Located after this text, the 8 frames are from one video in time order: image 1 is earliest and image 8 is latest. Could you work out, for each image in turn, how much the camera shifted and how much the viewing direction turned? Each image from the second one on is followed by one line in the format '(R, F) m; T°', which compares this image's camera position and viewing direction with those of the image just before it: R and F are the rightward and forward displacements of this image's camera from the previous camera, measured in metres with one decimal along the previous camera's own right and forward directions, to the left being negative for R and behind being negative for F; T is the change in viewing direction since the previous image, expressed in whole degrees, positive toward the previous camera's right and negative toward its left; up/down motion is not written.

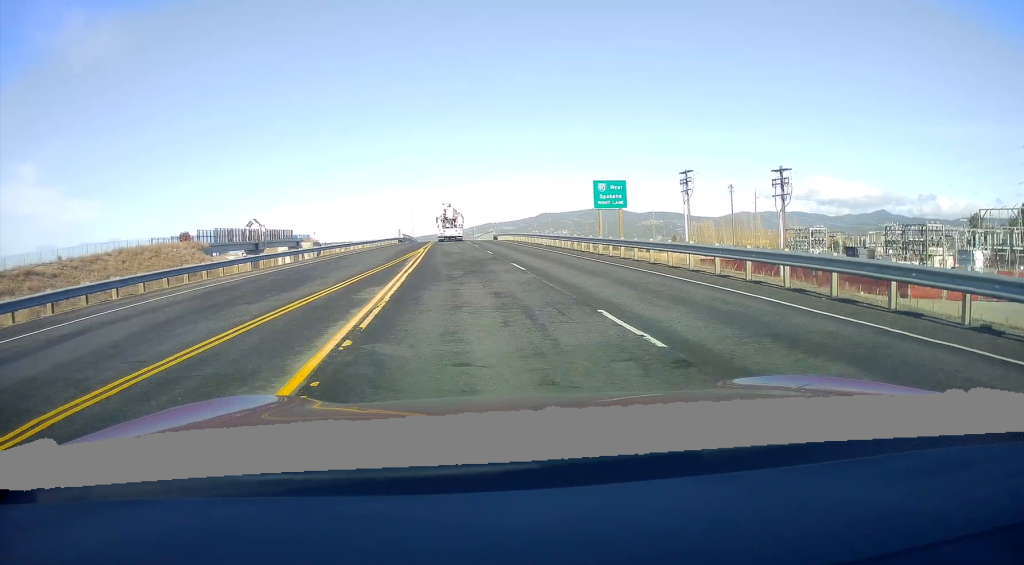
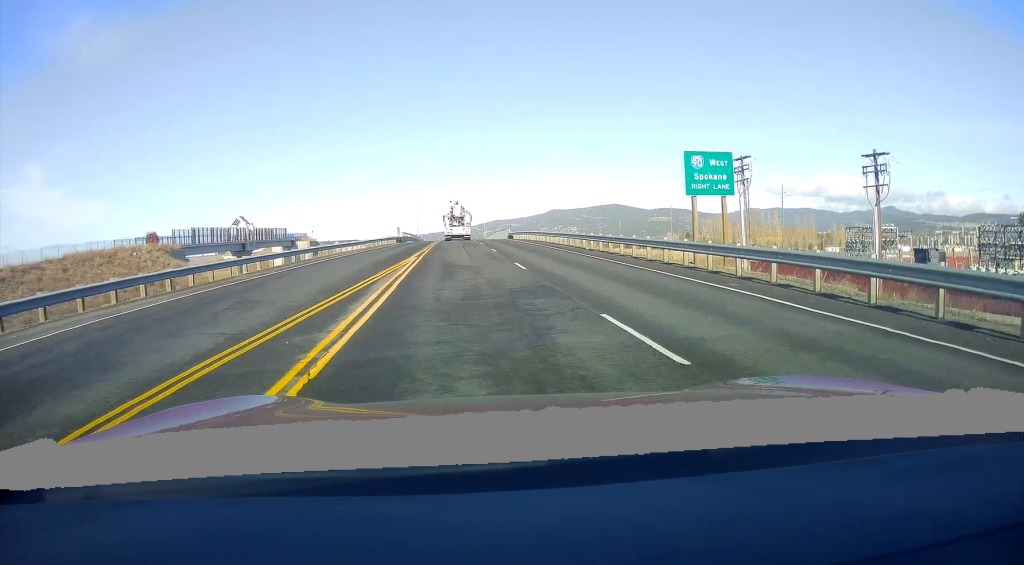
(-0.2, +12.8) m; 0°
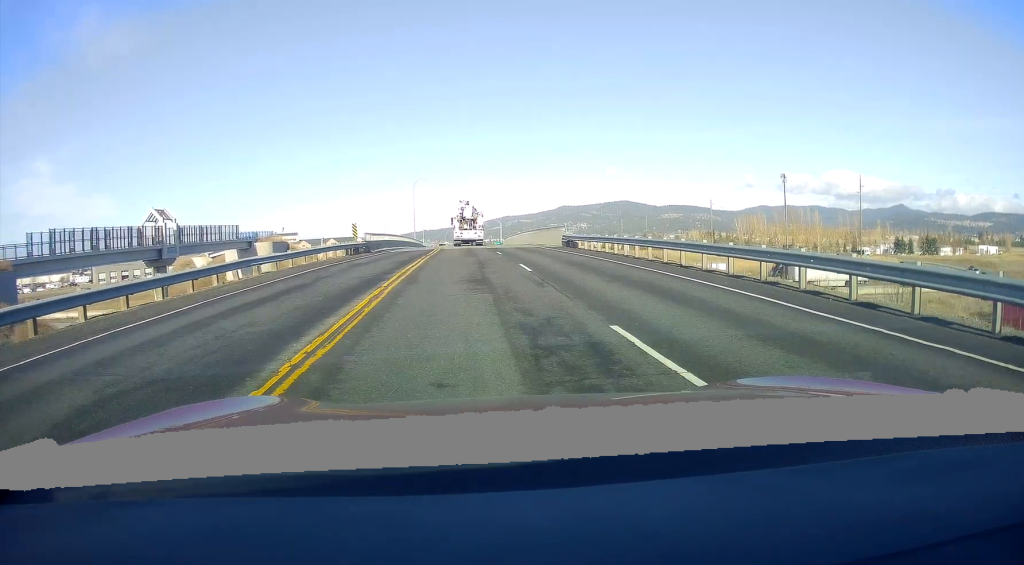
(+0.7, +39.5) m; 0°
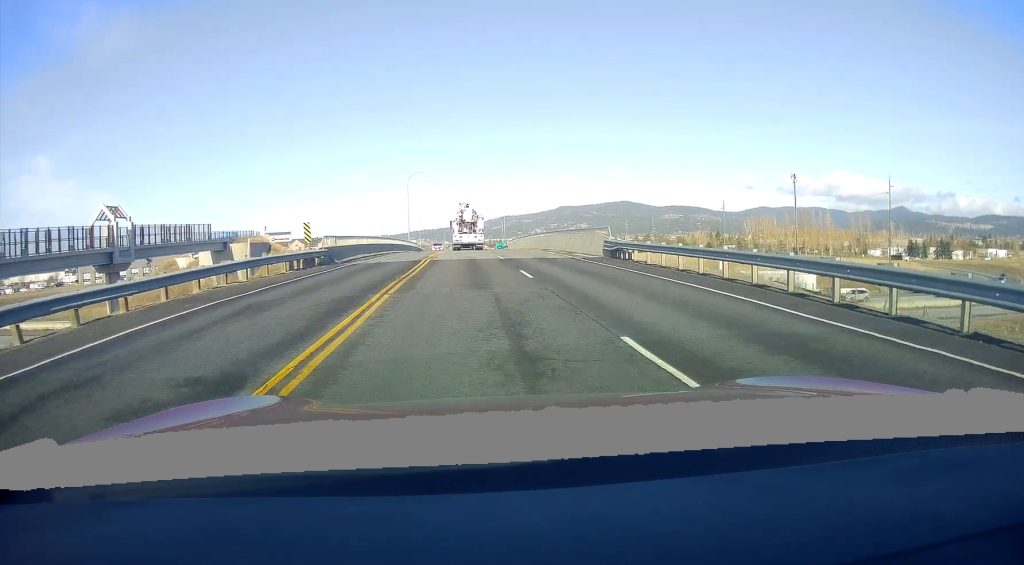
(-0.1, +13.0) m; 0°
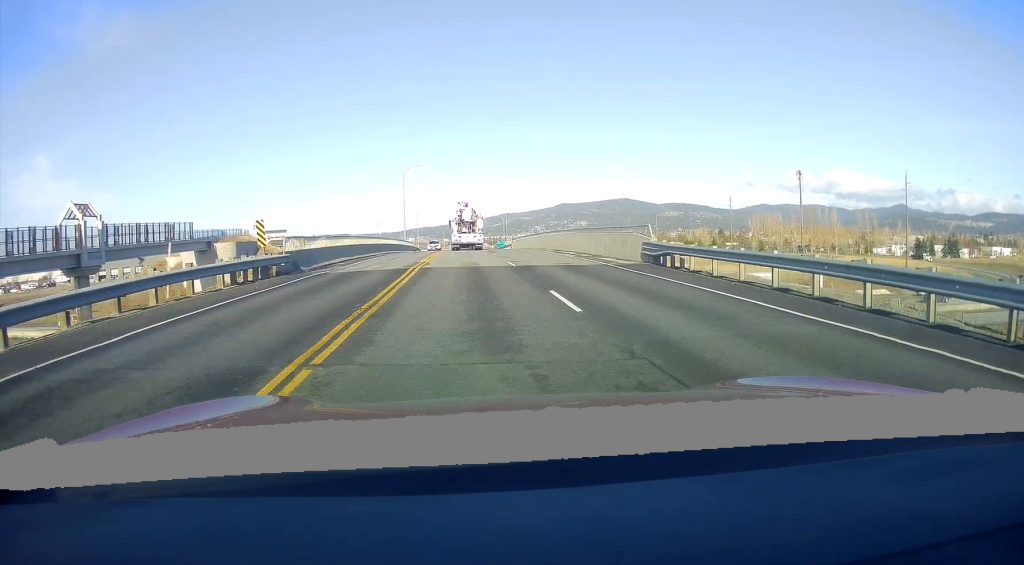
(0.0, +6.8) m; 0°
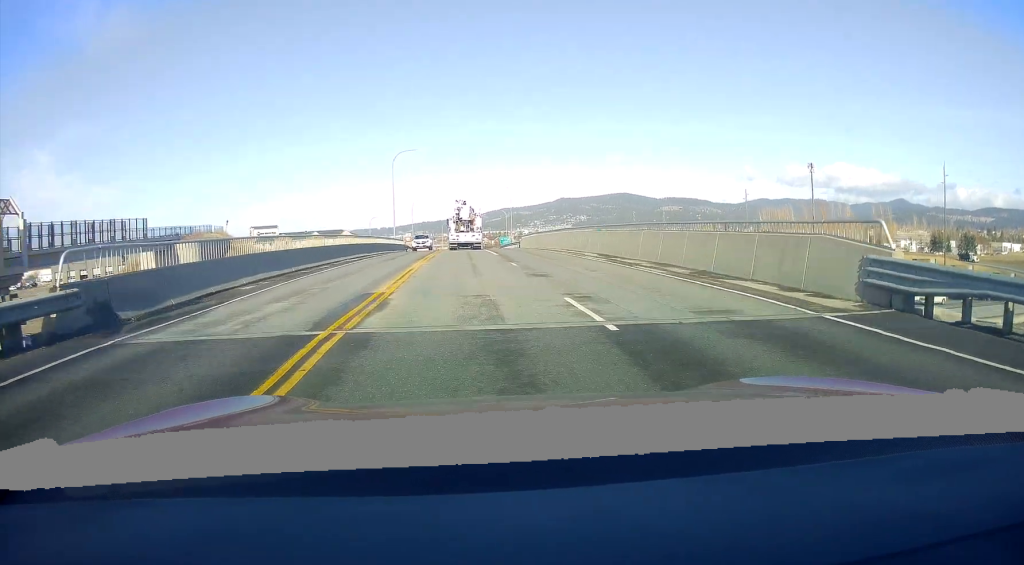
(0.0, +15.0) m; -1°
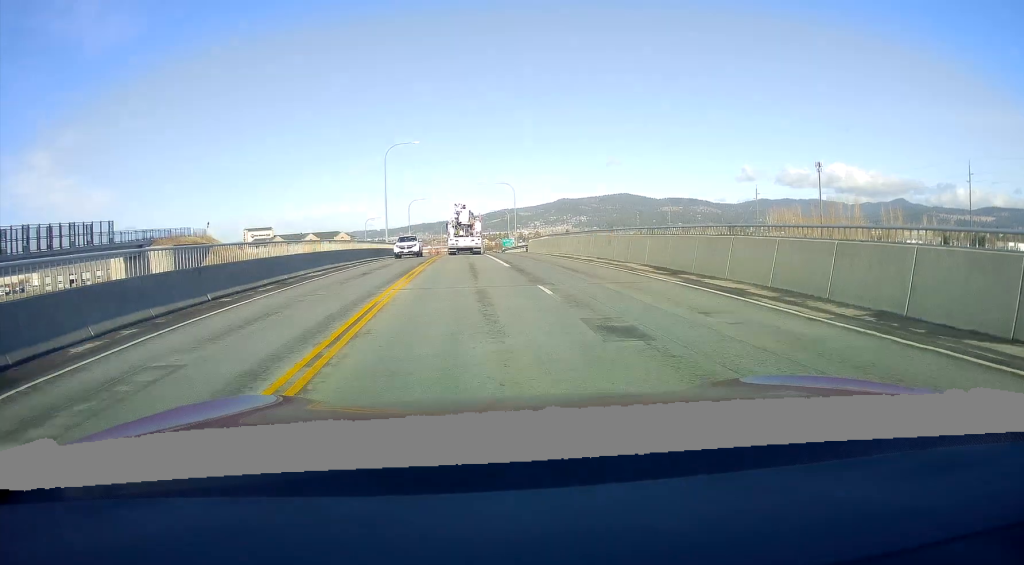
(-0.1, +8.3) m; 0°
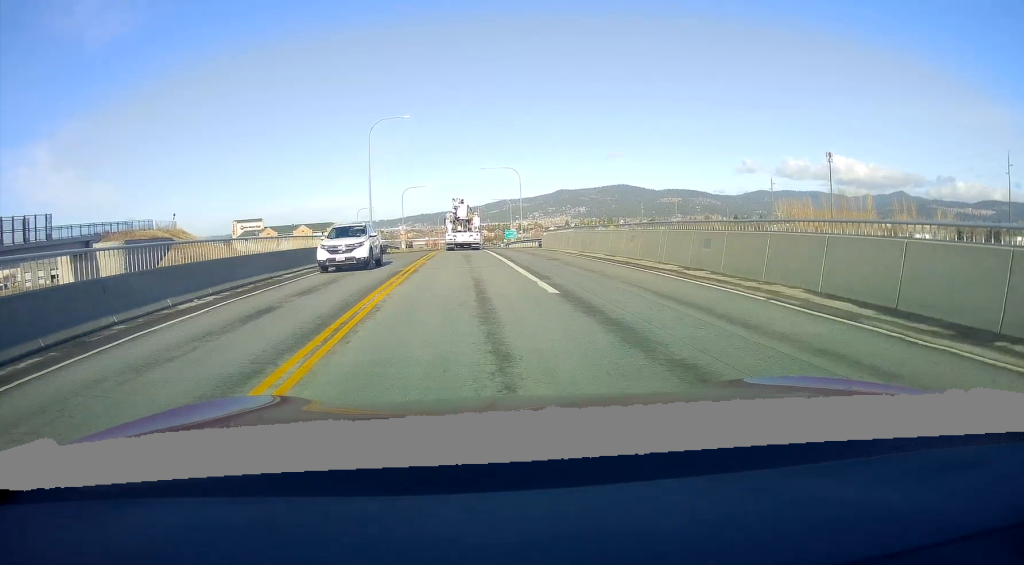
(0.0, +12.5) m; +1°
